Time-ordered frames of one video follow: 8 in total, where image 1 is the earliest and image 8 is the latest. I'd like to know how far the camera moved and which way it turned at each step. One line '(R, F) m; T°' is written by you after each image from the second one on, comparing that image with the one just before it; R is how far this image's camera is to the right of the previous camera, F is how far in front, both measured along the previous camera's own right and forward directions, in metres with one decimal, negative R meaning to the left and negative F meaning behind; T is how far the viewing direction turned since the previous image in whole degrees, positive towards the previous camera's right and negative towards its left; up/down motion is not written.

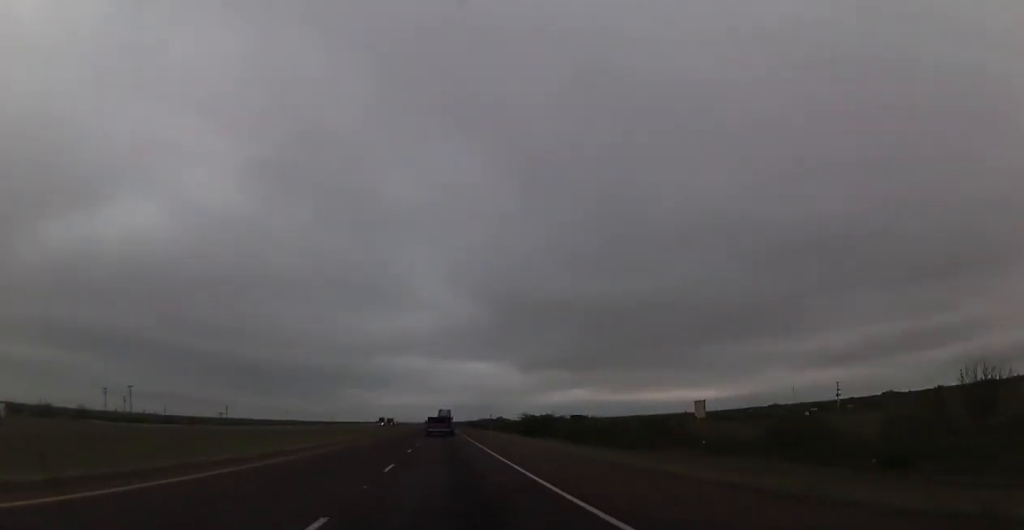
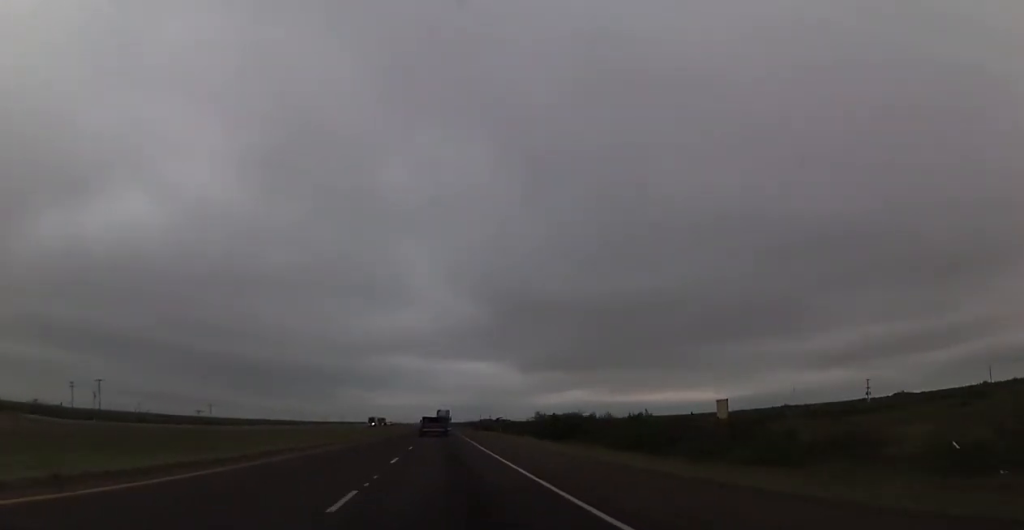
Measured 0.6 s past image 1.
(0.0, +20.9) m; 0°
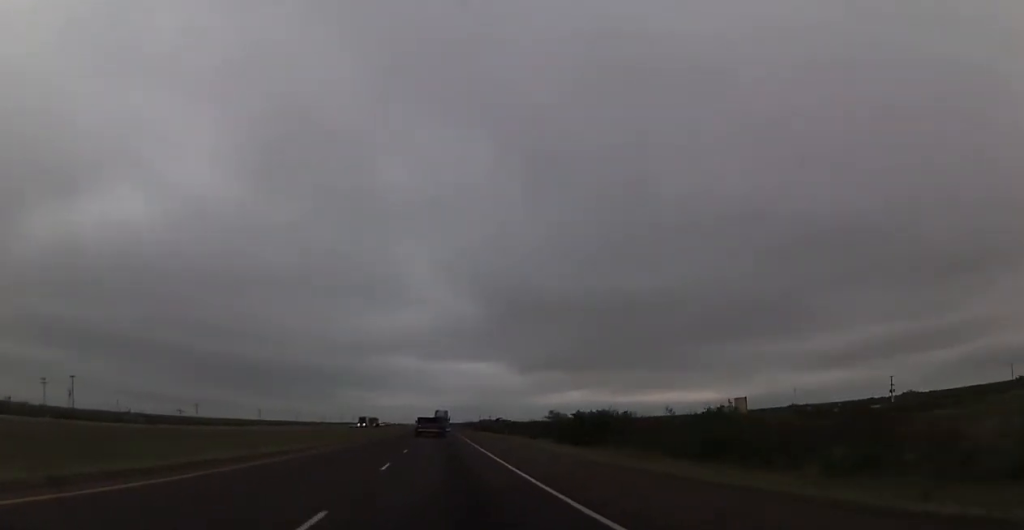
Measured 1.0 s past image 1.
(+0.2, +15.1) m; 0°
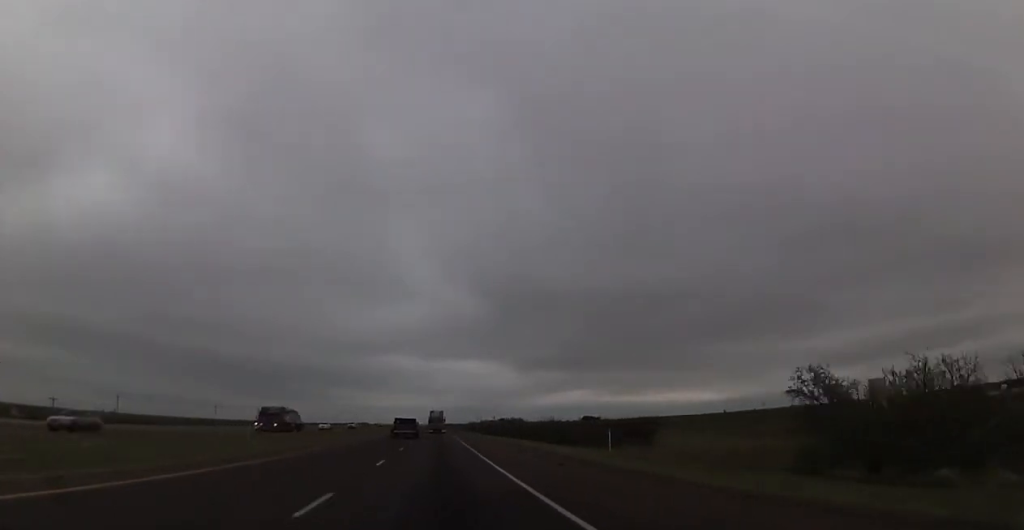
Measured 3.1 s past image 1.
(-0.5, +71.1) m; 0°
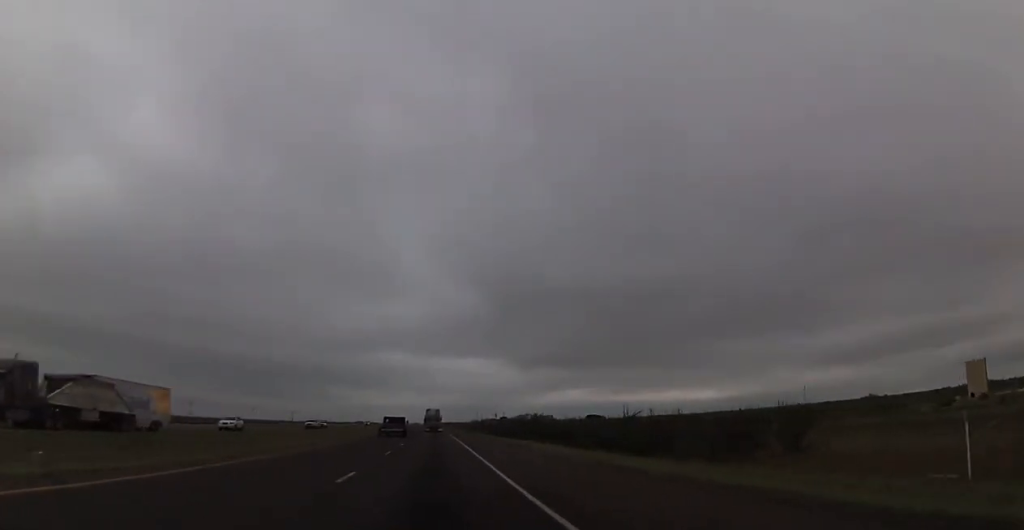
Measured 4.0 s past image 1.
(+0.4, +31.5) m; 0°
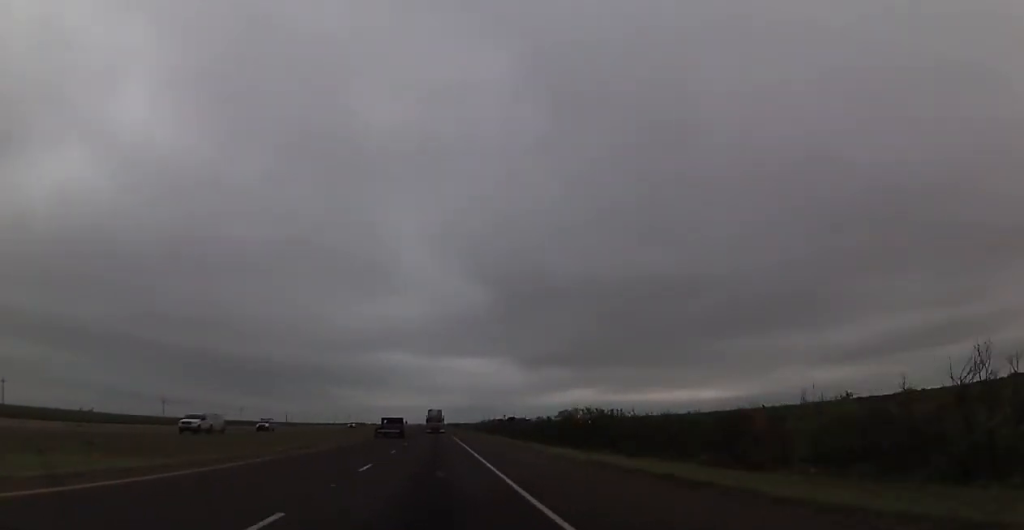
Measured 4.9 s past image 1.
(-0.1, +32.6) m; 0°
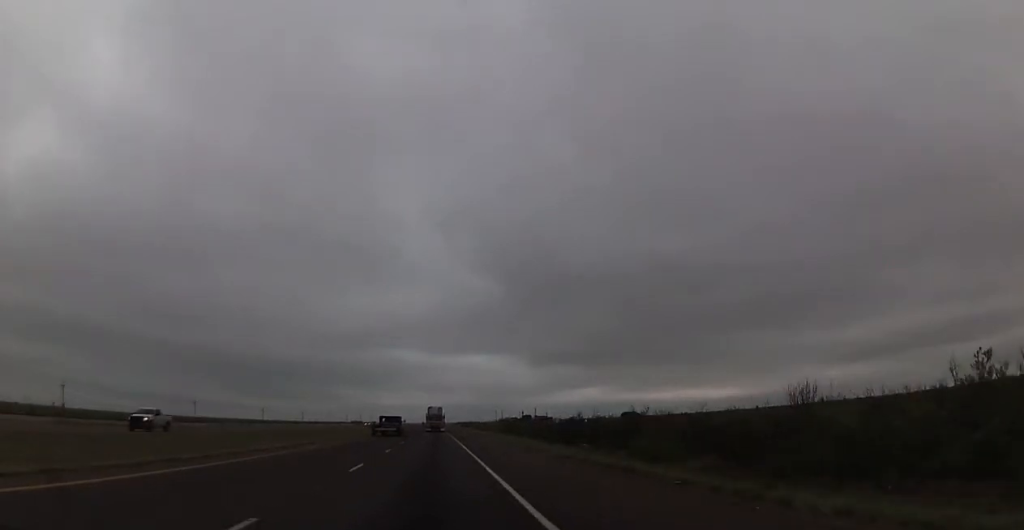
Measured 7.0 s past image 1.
(+0.2, +74.6) m; 0°
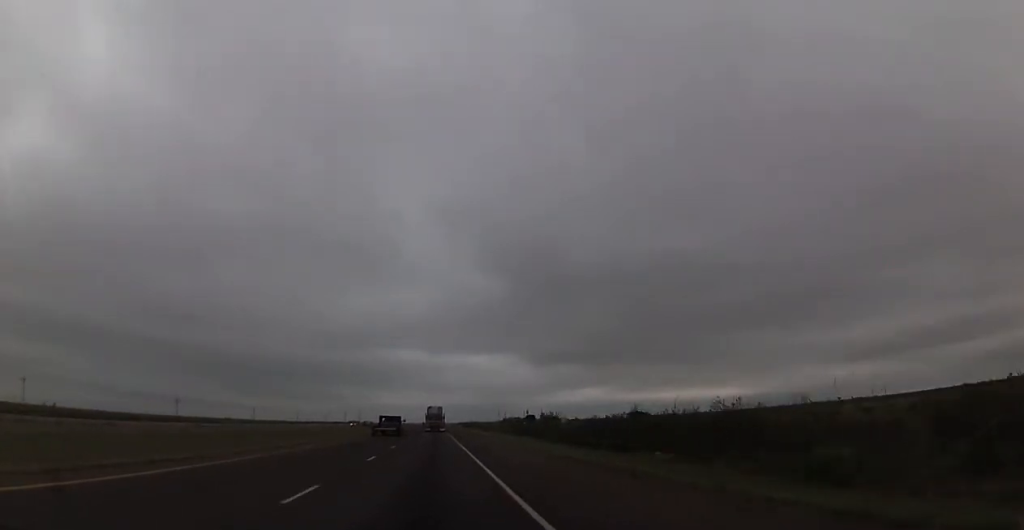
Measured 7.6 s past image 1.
(0.0, +19.8) m; 0°
